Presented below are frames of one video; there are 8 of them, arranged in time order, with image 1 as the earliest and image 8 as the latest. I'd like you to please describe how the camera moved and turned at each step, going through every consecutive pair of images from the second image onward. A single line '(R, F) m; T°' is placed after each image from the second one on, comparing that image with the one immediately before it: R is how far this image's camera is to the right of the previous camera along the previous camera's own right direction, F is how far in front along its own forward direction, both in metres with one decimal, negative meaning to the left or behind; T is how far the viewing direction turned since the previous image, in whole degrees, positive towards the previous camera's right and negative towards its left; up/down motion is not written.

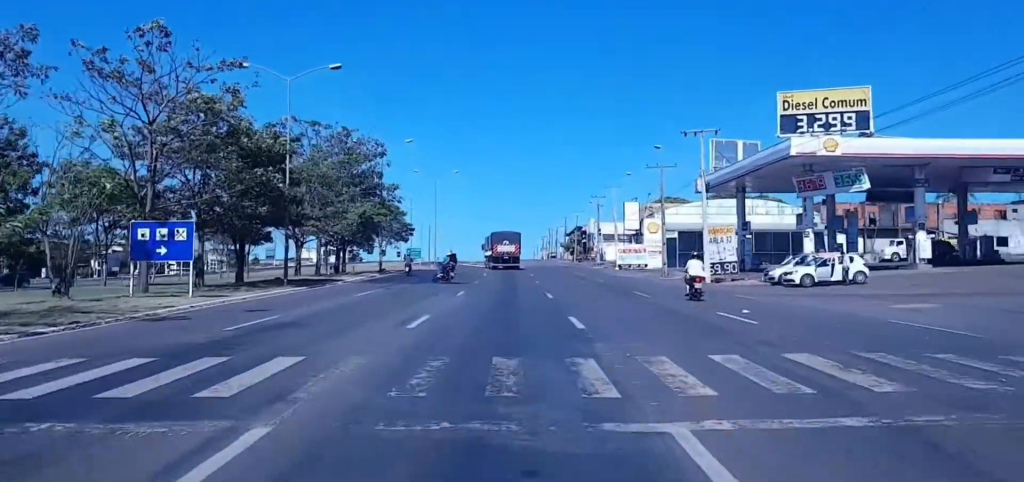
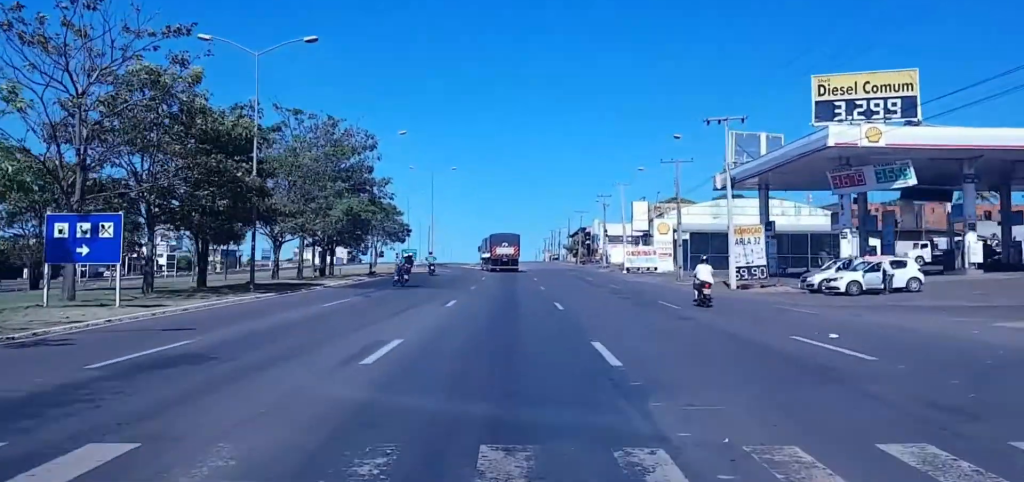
(-0.1, +6.3) m; -1°
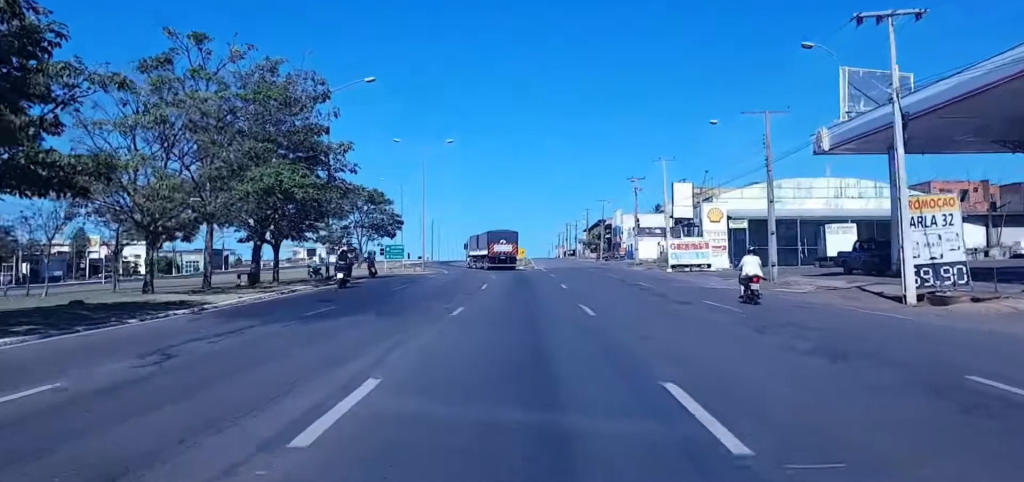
(-0.7, +22.4) m; -3°
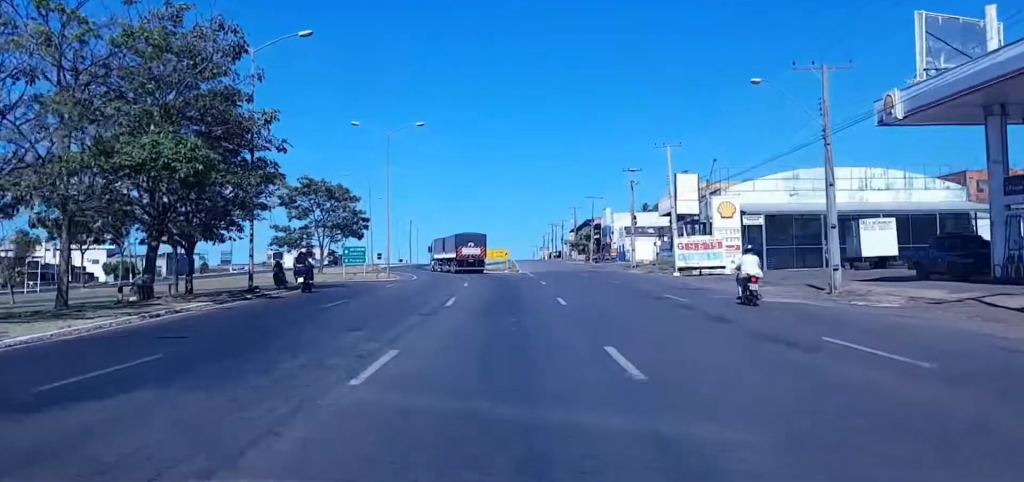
(-0.2, +12.5) m; 0°
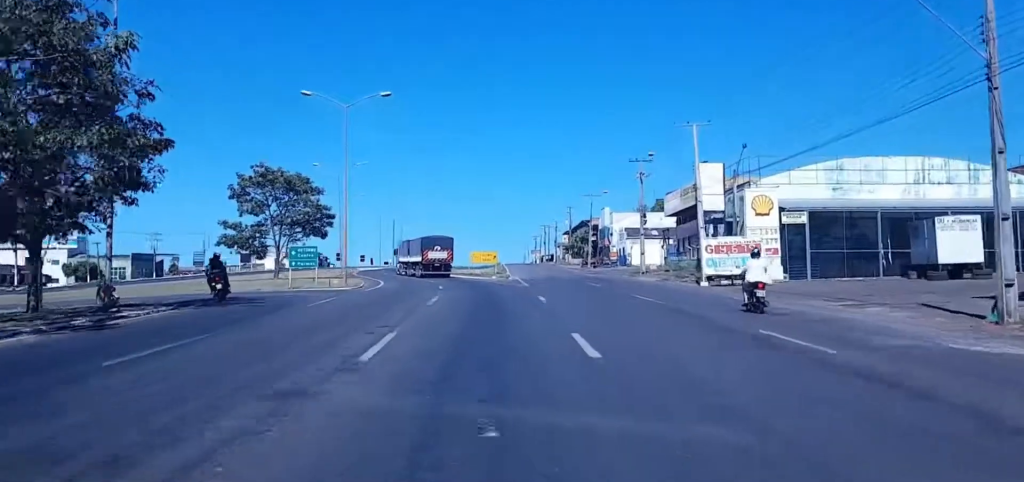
(+0.1, +14.0) m; 0°
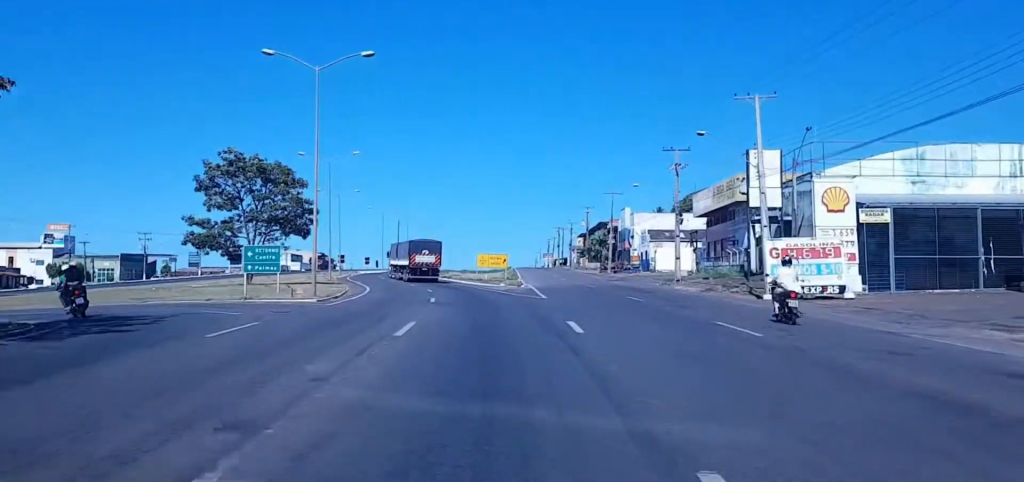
(-0.1, +11.8) m; +1°
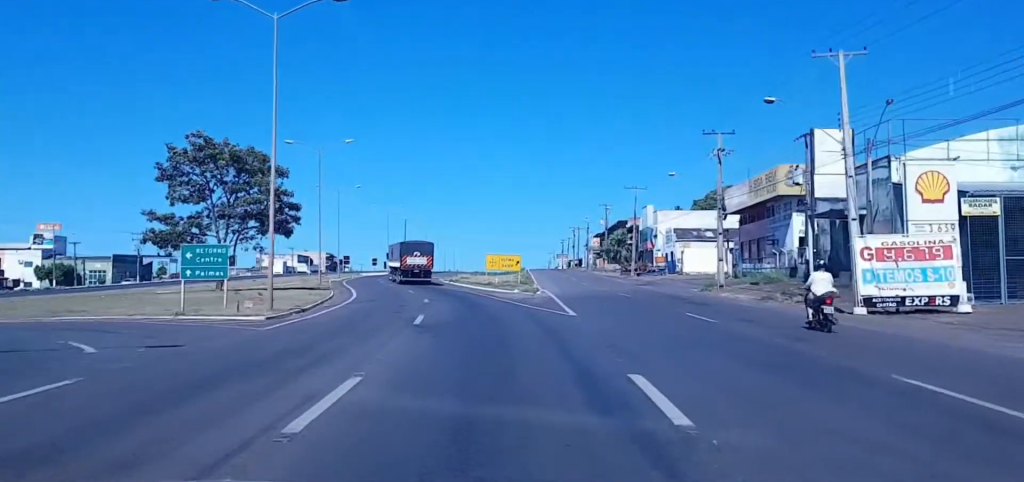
(+0.2, +10.3) m; +1°
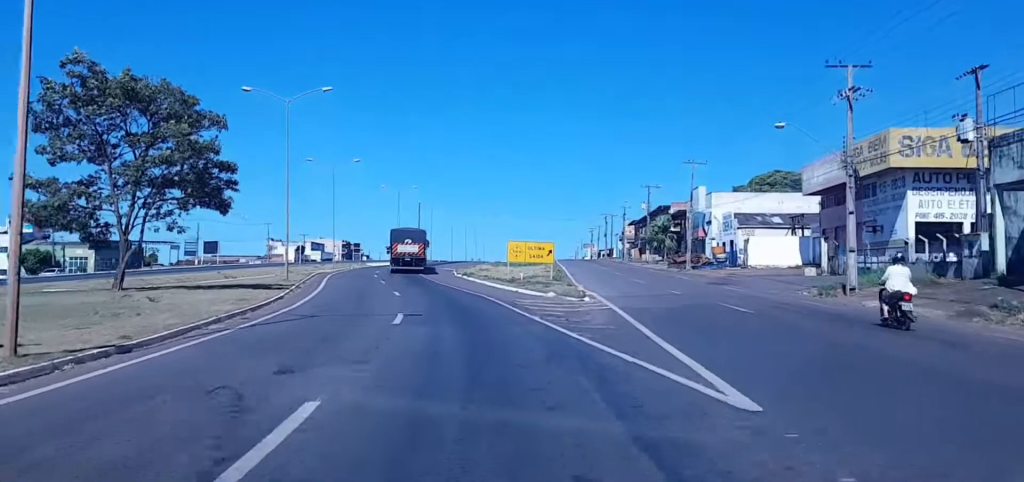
(+0.4, +19.7) m; 0°
